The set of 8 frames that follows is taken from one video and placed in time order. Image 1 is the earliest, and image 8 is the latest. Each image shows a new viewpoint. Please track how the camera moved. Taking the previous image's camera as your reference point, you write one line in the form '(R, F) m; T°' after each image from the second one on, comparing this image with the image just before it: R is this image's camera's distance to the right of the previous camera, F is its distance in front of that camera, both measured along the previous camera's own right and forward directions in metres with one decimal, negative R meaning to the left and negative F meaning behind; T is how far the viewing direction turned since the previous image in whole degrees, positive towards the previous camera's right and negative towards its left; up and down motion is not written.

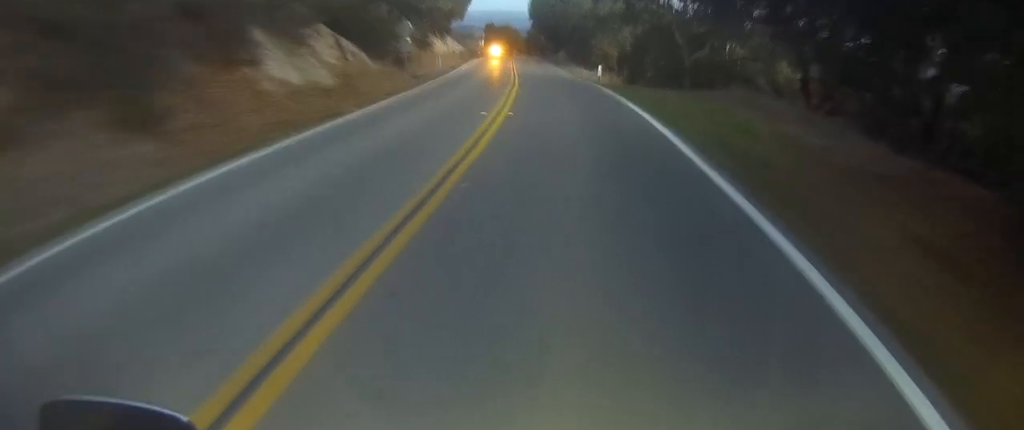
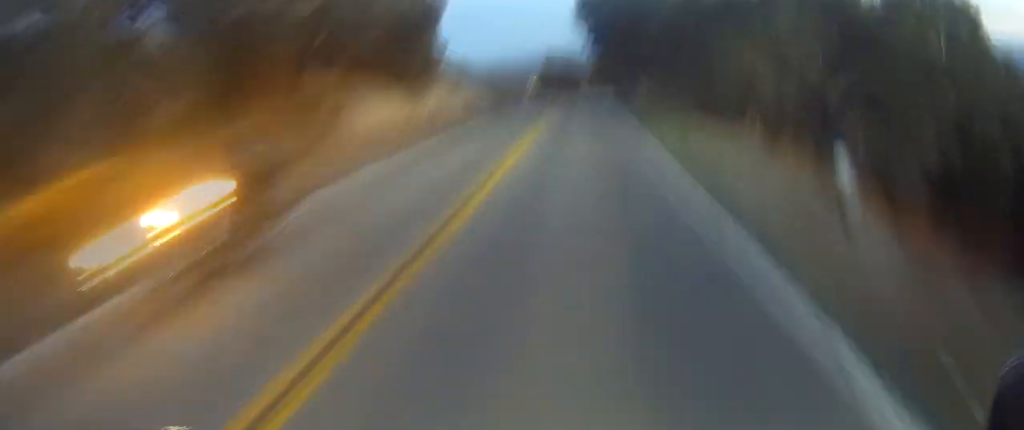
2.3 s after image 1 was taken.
(-7.5, +32.7) m; -20°
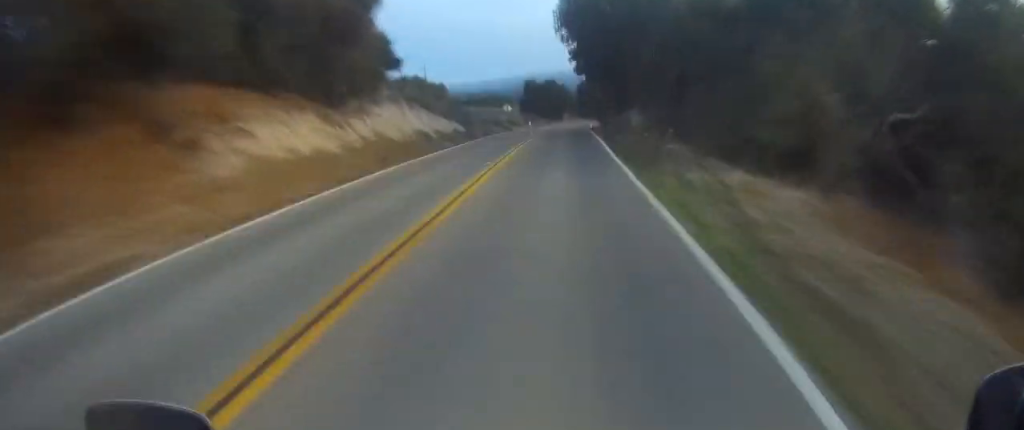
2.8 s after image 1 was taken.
(-0.1, +8.8) m; 0°
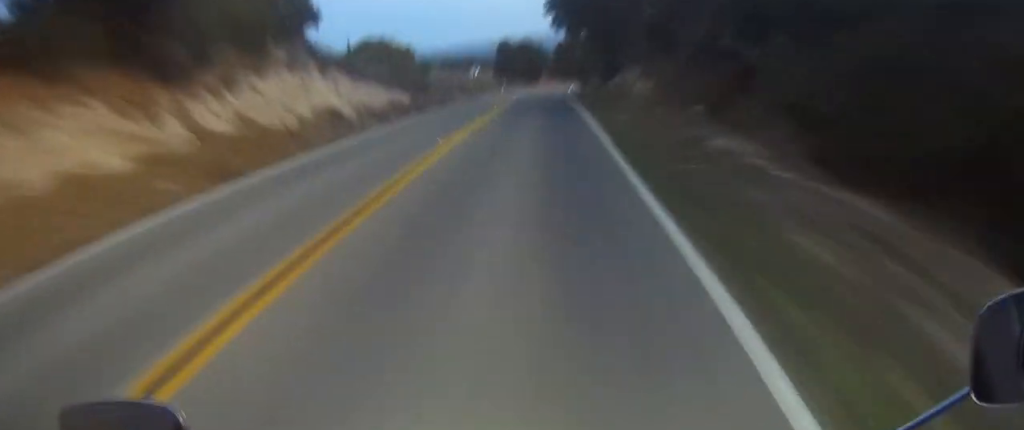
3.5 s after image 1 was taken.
(+0.3, +12.0) m; +1°
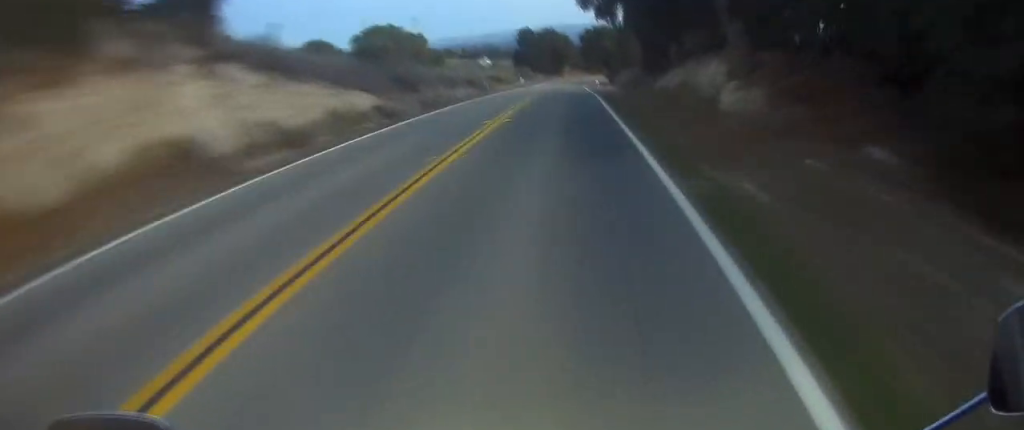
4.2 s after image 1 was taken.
(0.0, +12.5) m; -1°
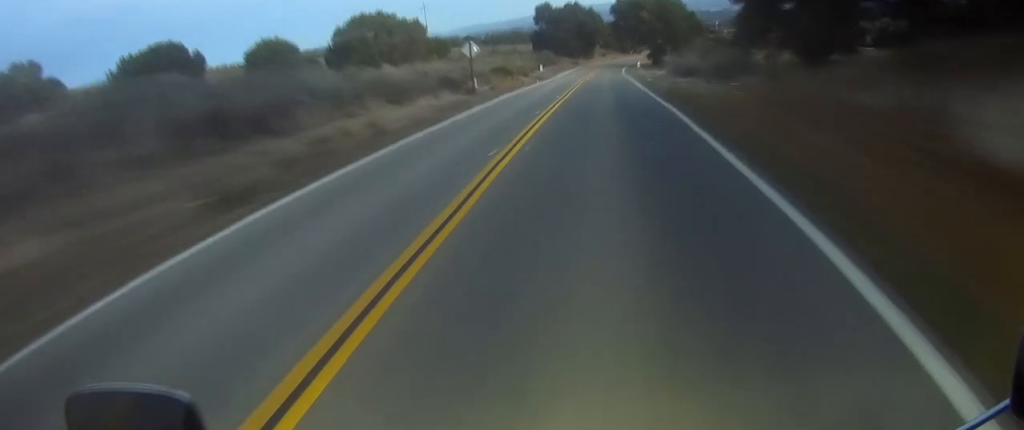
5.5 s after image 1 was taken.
(-0.7, +22.7) m; -1°
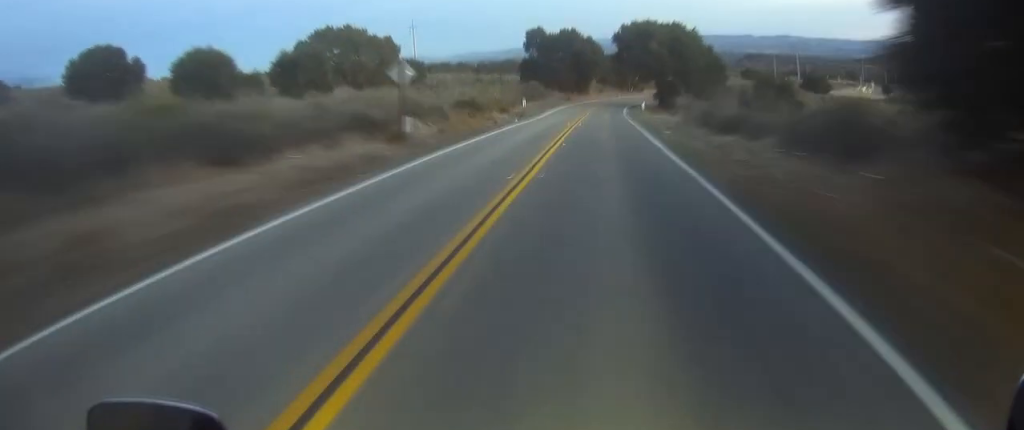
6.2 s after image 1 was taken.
(+0.4, +13.6) m; +1°
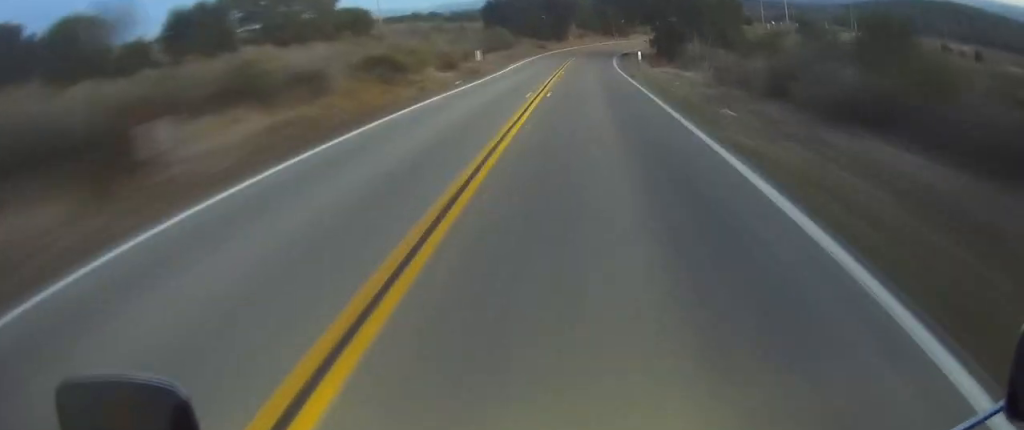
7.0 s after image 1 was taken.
(+0.1, +16.2) m; +1°
